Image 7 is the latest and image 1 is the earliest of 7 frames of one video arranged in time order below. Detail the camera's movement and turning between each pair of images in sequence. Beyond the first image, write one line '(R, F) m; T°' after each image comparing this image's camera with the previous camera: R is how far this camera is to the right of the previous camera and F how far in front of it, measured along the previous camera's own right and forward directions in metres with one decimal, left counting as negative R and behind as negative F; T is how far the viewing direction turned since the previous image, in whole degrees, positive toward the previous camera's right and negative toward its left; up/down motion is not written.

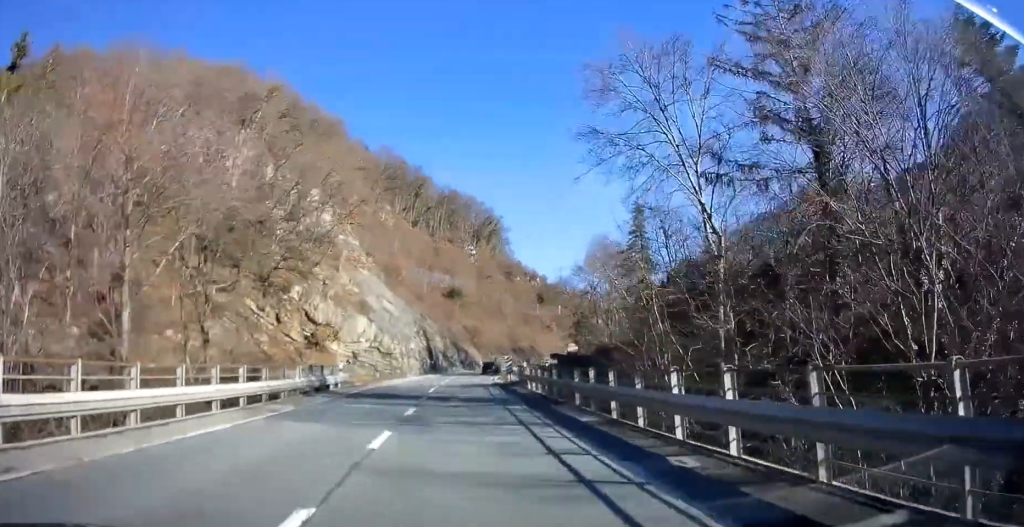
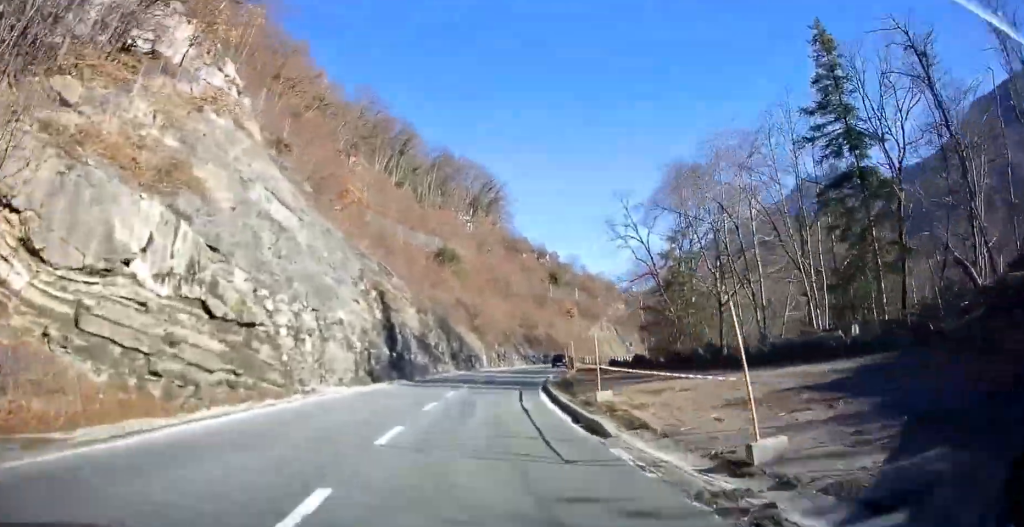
(+0.2, +35.8) m; +1°
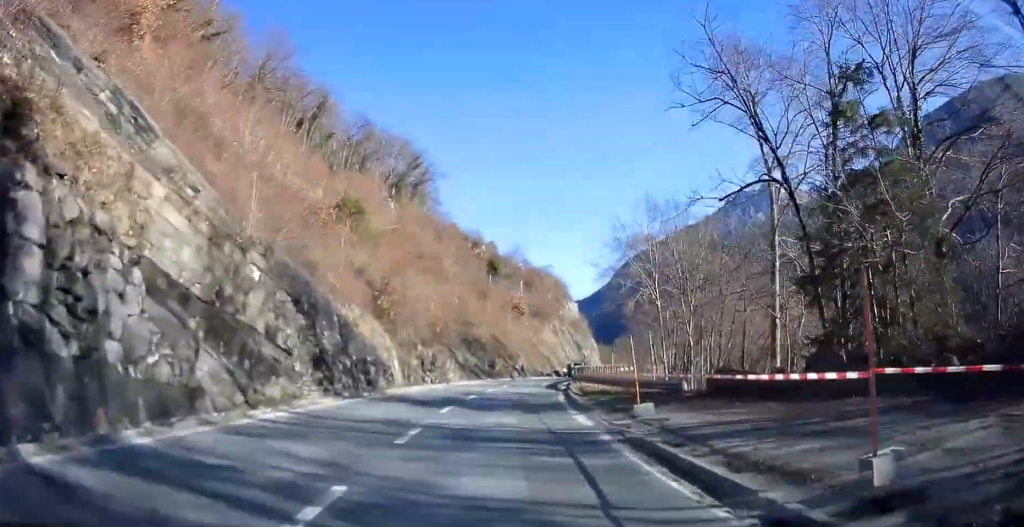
(+0.7, +27.9) m; +6°
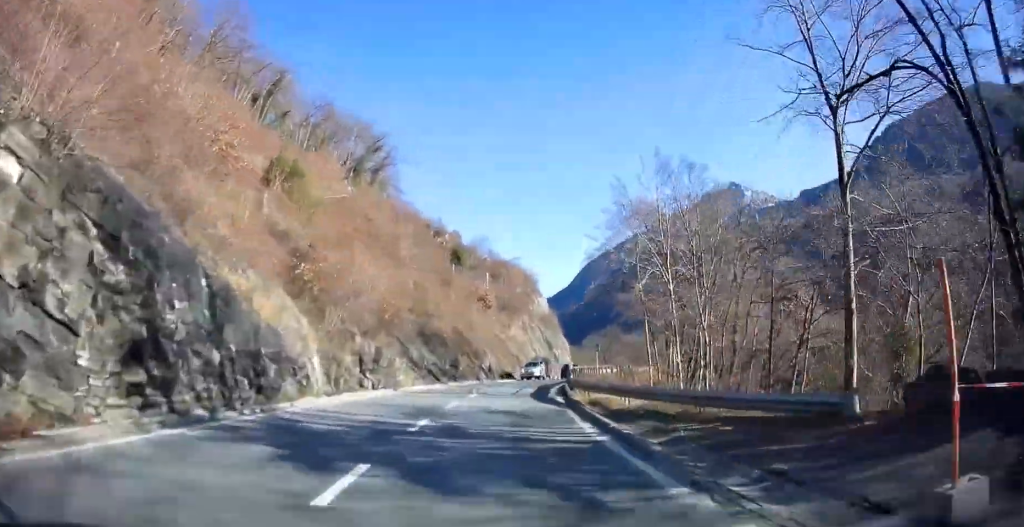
(+0.5, +10.3) m; +4°
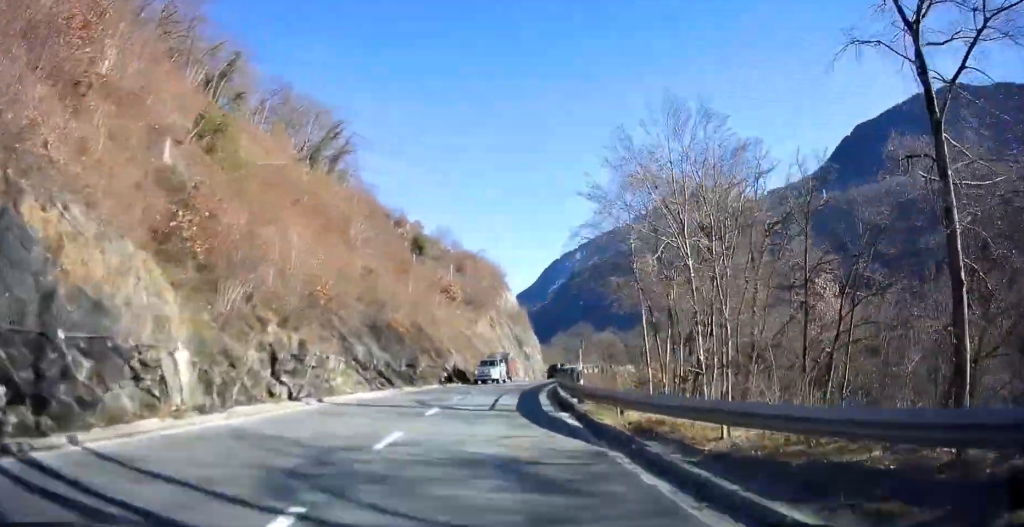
(0.0, +8.0) m; +3°
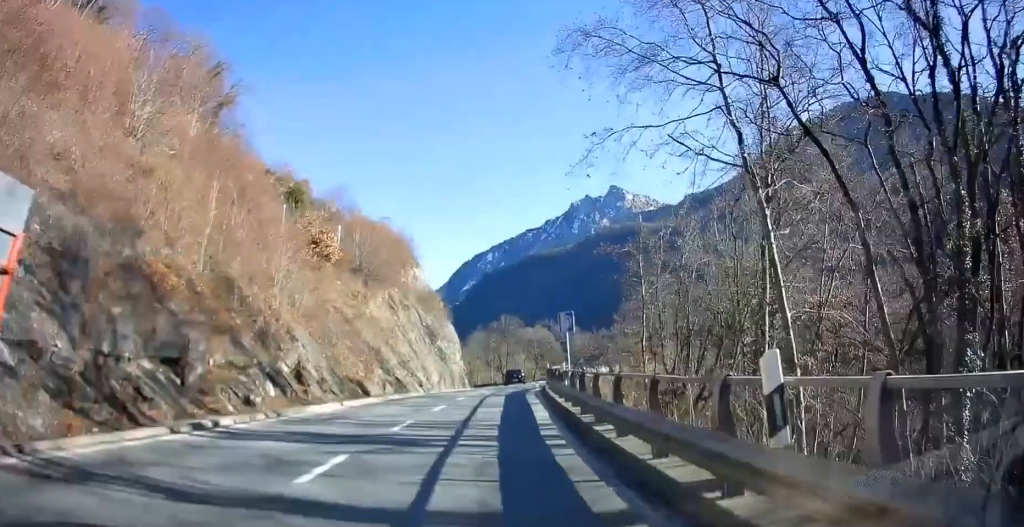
(+1.9, +25.8) m; +6°
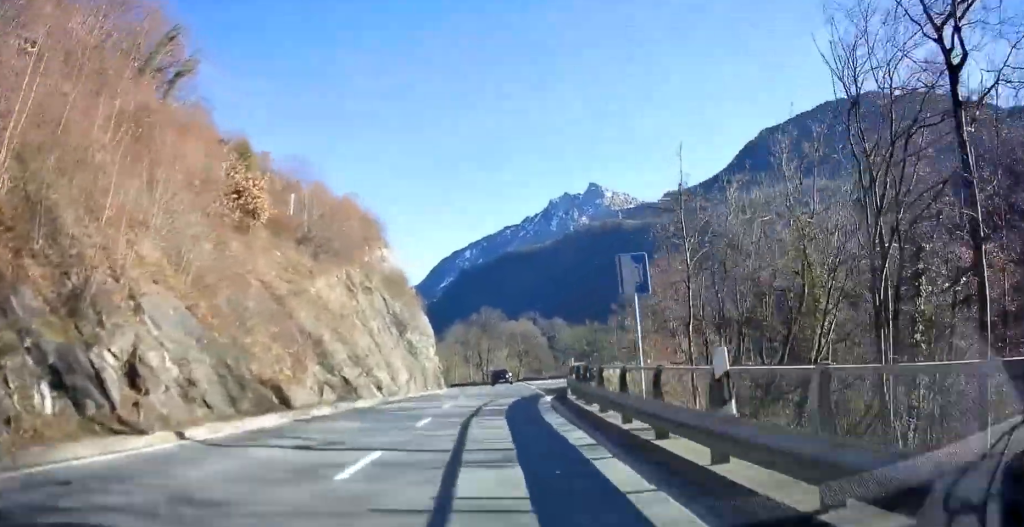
(+0.1, +10.4) m; +2°
